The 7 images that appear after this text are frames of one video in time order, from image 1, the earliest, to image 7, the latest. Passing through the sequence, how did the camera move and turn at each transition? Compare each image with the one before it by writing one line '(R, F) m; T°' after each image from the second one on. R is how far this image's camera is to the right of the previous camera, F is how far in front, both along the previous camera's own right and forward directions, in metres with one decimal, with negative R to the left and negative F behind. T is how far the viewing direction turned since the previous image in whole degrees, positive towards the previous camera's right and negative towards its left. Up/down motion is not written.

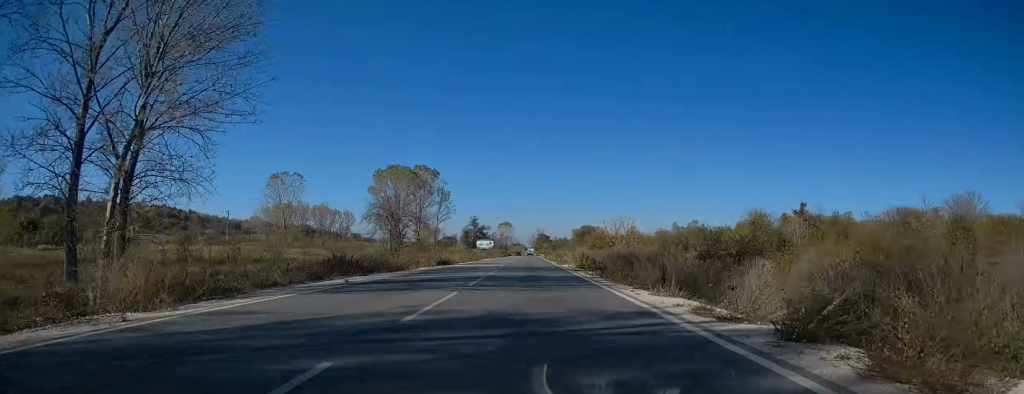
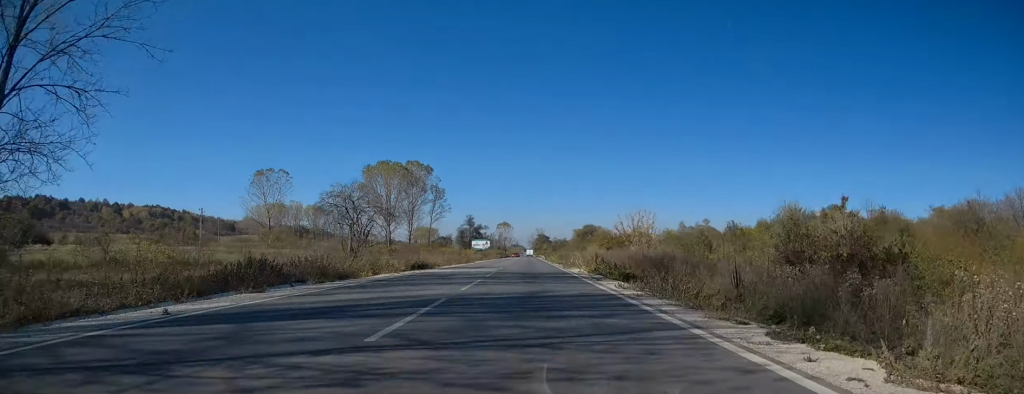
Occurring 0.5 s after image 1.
(0.0, +11.3) m; +1°
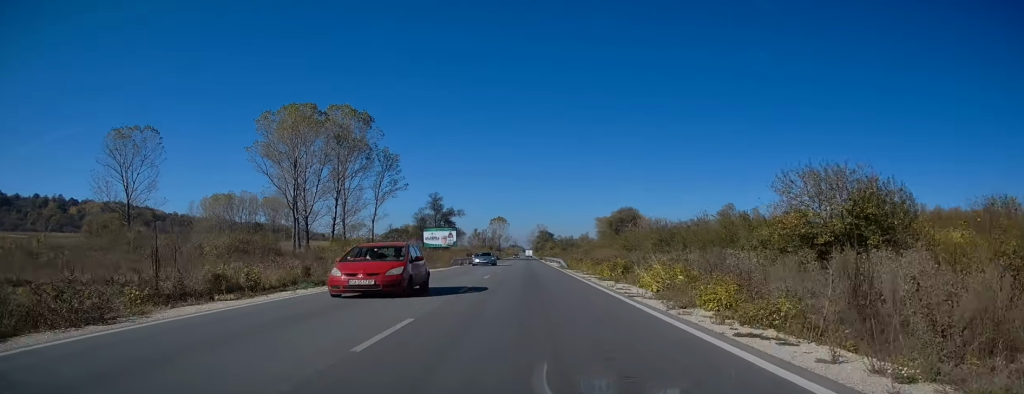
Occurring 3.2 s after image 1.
(-0.1, +65.9) m; -1°
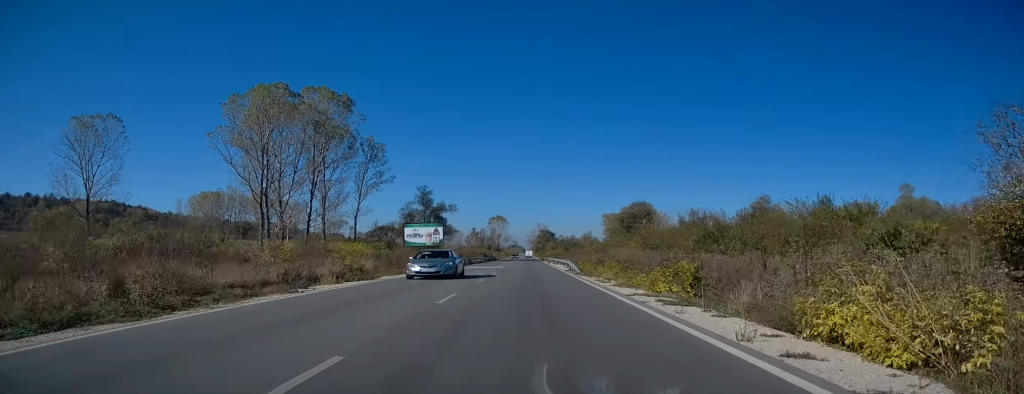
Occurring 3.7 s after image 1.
(0.0, +12.1) m; 0°
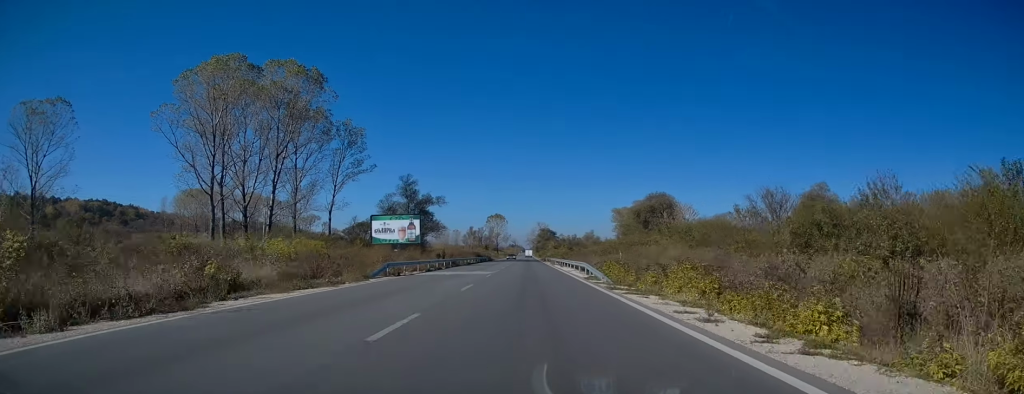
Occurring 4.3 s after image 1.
(+0.1, +14.6) m; 0°
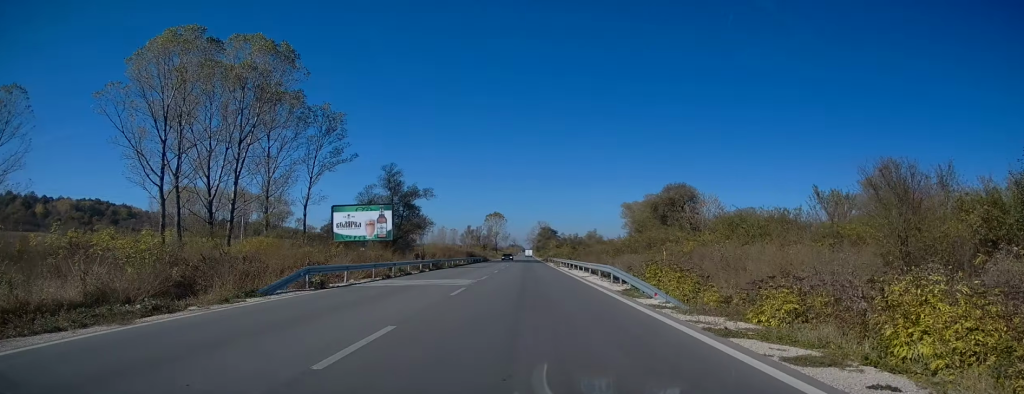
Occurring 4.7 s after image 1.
(0.0, +10.6) m; 0°
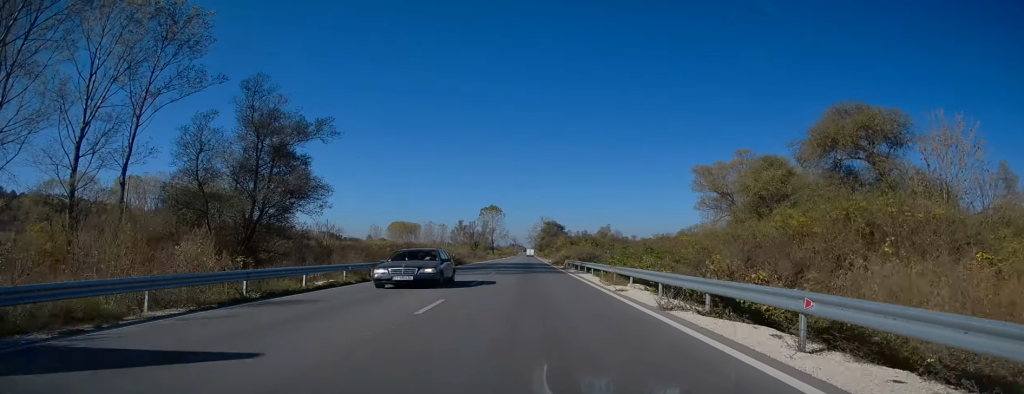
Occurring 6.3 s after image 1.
(-0.2, +40.2) m; -1°
